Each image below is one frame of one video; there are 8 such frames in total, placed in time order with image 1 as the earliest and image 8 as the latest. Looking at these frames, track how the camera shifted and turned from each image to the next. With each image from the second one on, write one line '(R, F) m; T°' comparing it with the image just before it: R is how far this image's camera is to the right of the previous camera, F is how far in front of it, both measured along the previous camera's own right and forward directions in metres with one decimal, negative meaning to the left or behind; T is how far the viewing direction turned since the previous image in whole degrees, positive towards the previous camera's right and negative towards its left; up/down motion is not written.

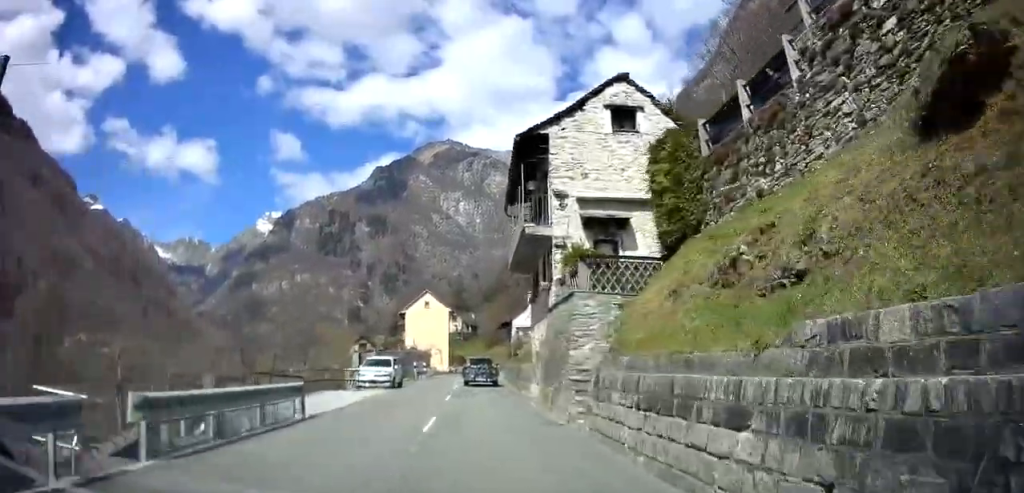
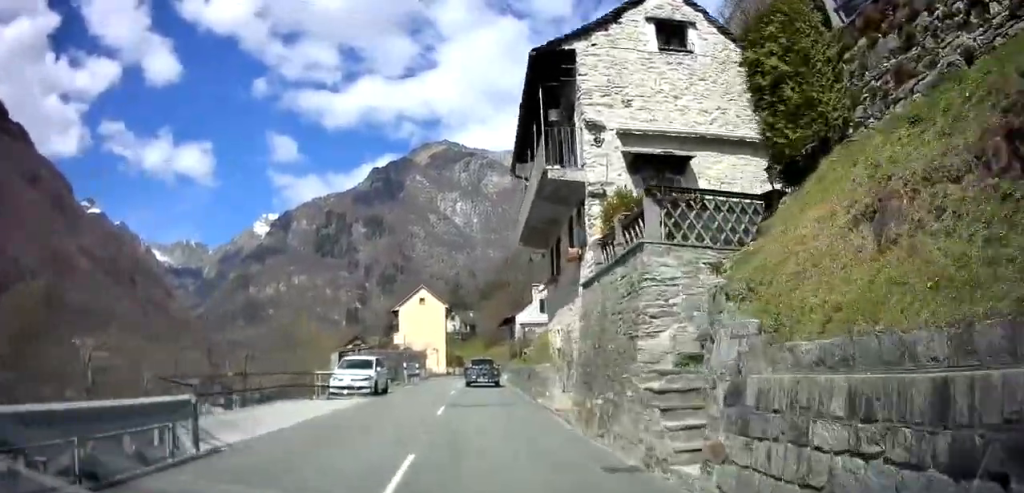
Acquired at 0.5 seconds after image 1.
(0.0, +5.6) m; 0°
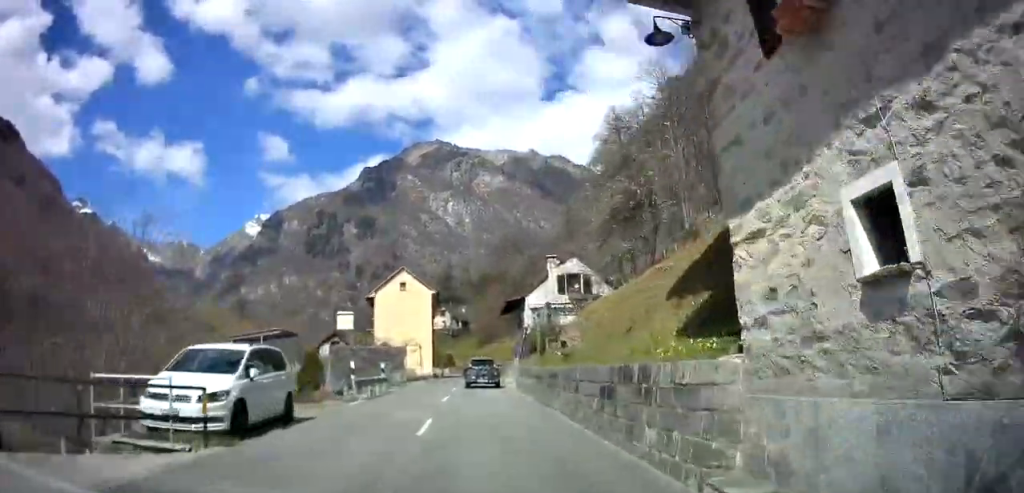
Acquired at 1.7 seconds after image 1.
(+0.2, +13.7) m; +1°
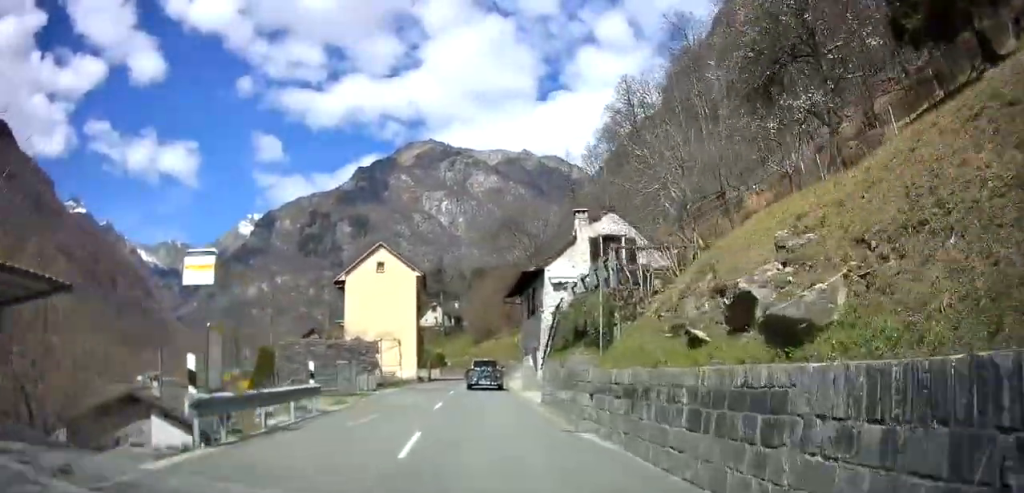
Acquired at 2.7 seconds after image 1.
(0.0, +11.5) m; 0°
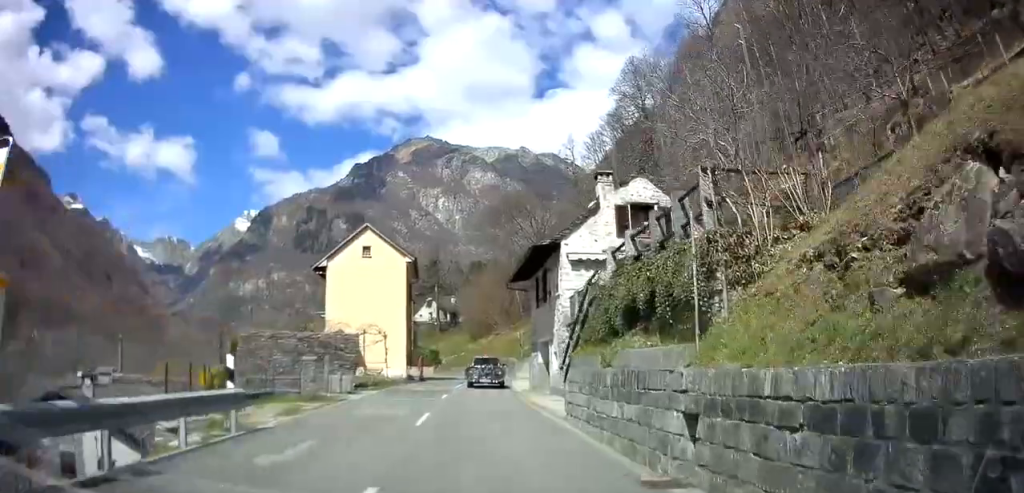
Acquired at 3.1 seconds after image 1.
(0.0, +5.0) m; 0°
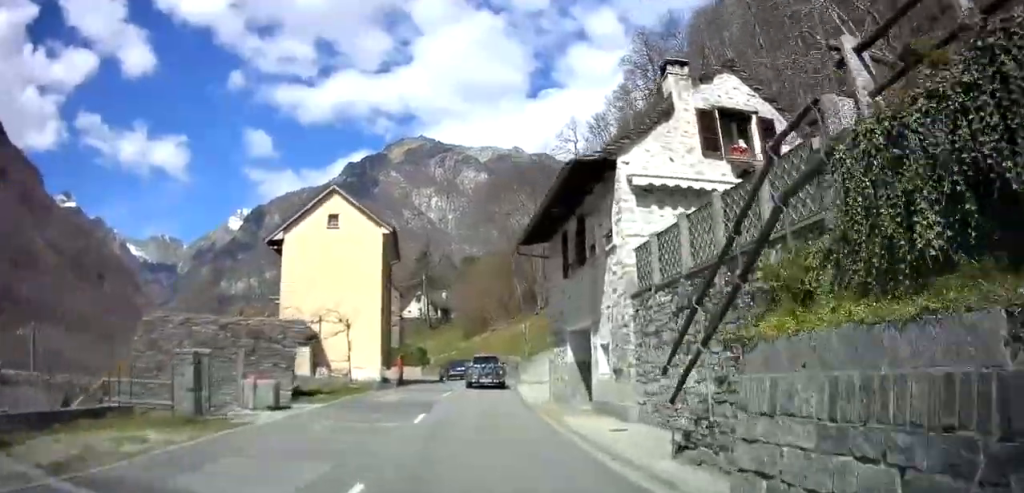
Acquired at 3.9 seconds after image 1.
(+0.1, +8.8) m; +1°
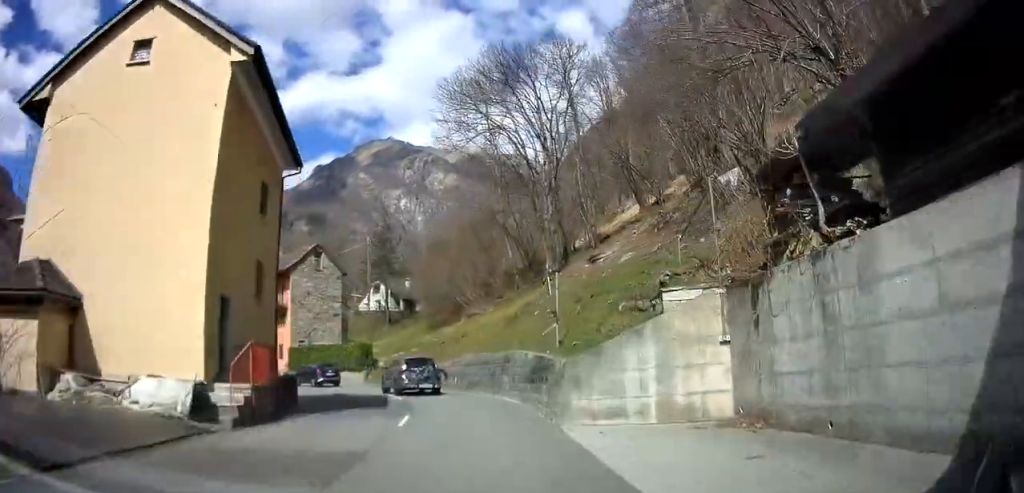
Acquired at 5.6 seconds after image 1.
(+0.3, +19.2) m; +1°
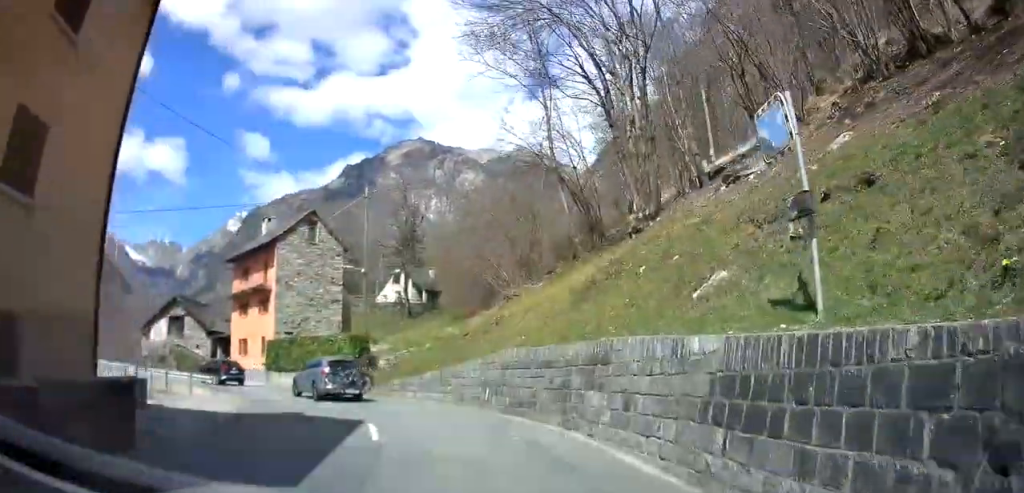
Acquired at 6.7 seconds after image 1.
(-0.1, +11.6) m; -3°
